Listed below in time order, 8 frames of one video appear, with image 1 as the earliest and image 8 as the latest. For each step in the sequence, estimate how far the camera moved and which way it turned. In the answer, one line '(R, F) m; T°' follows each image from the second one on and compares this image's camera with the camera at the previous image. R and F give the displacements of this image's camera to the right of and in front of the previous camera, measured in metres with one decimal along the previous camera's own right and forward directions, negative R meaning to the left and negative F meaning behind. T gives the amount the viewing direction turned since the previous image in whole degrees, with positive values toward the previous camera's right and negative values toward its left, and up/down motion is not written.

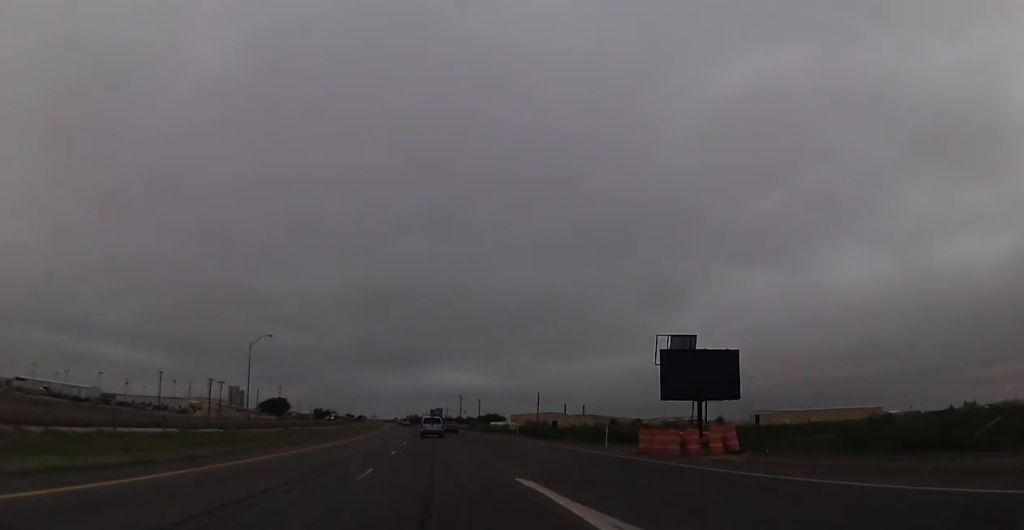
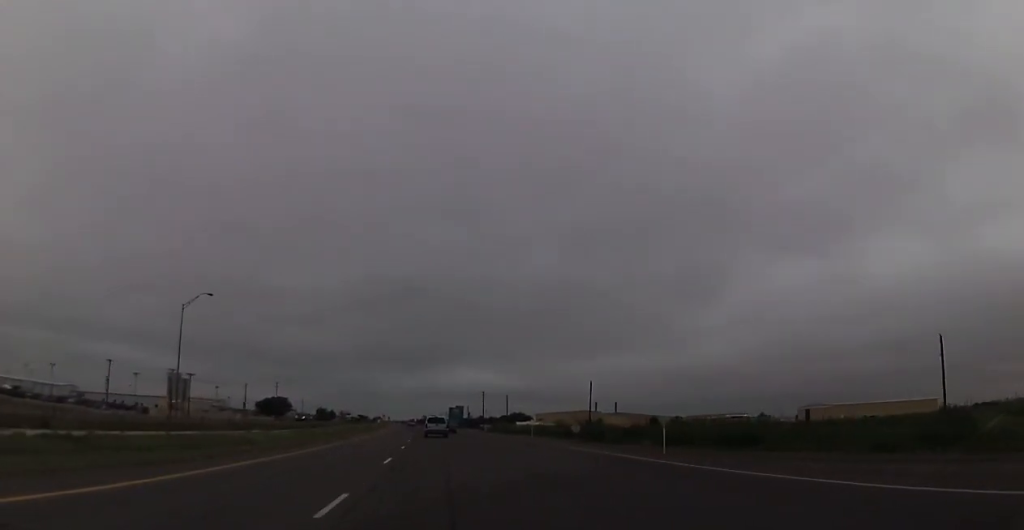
(-1.2, +43.3) m; -1°
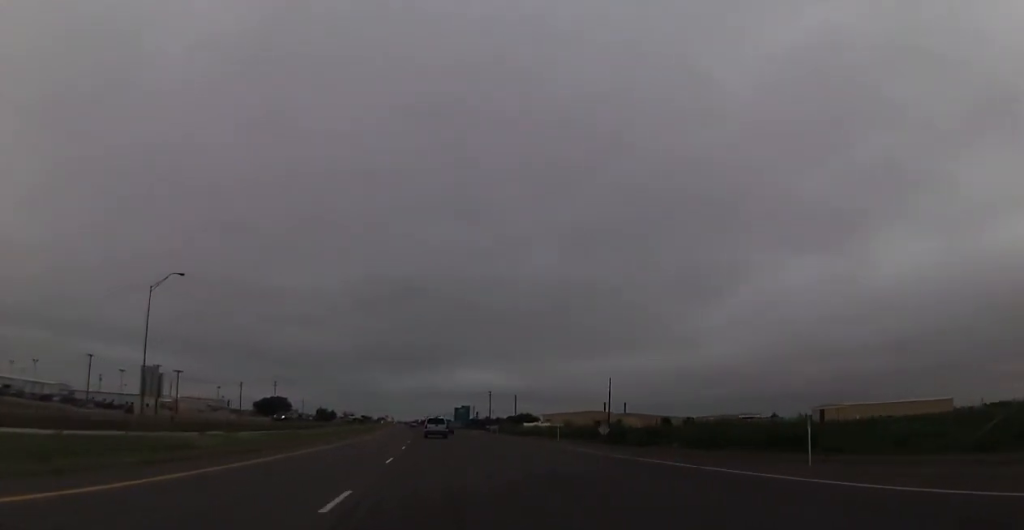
(+0.2, +11.8) m; 0°
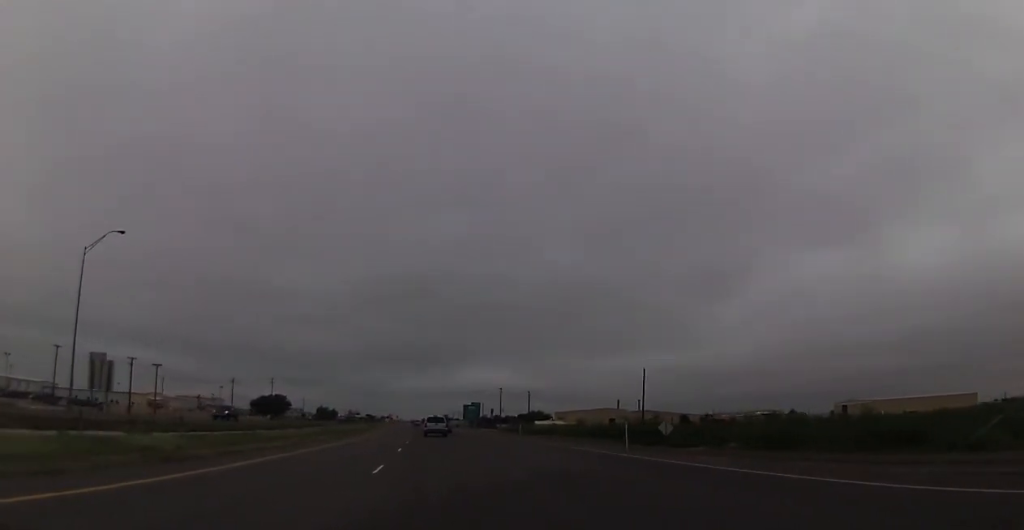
(-0.2, +17.2) m; -1°
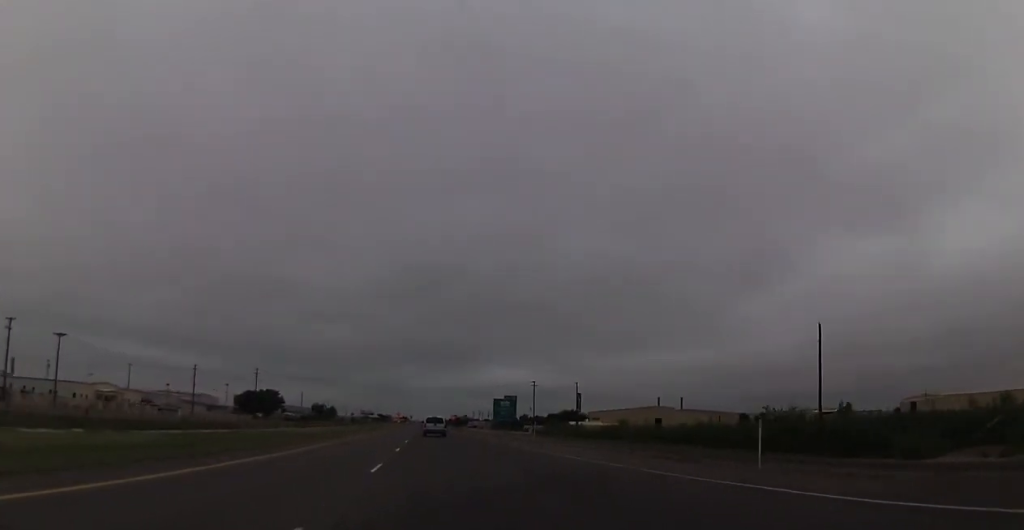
(-0.6, +49.4) m; -2°
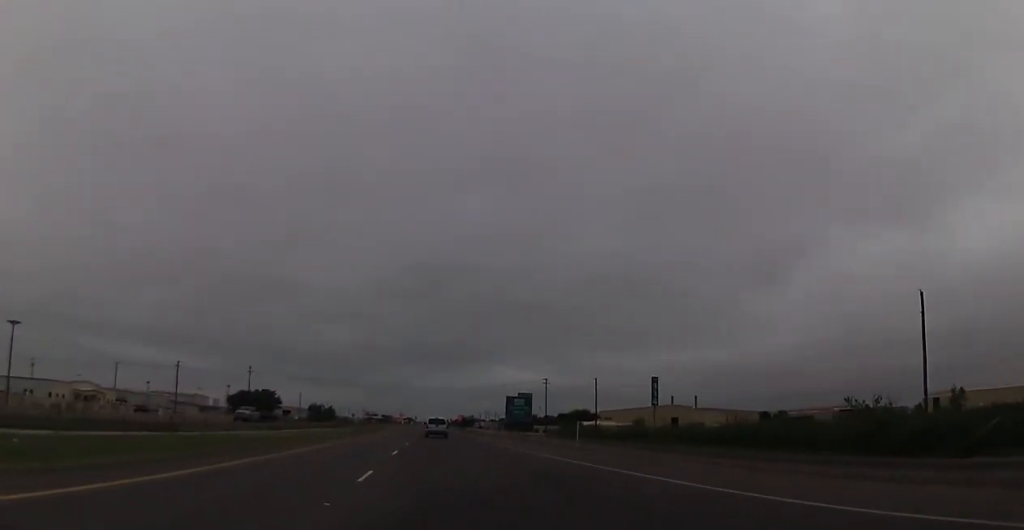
(+0.1, +15.0) m; -1°
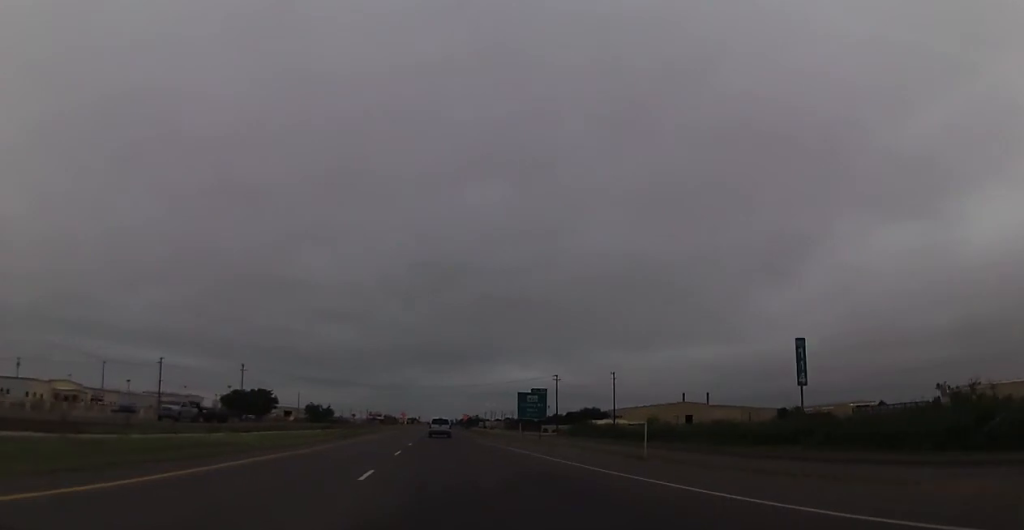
(-0.3, +12.2) m; -1°
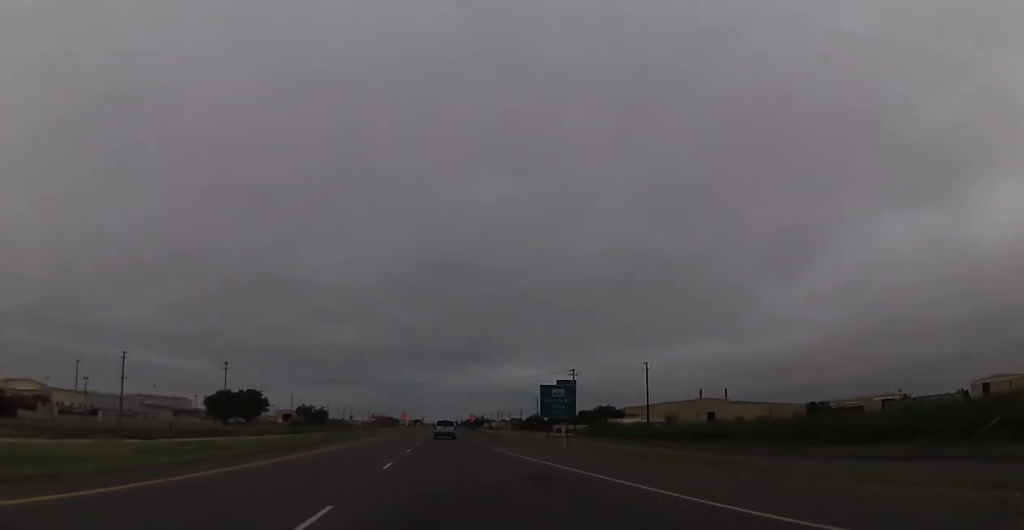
(-0.3, +19.9) m; -1°
